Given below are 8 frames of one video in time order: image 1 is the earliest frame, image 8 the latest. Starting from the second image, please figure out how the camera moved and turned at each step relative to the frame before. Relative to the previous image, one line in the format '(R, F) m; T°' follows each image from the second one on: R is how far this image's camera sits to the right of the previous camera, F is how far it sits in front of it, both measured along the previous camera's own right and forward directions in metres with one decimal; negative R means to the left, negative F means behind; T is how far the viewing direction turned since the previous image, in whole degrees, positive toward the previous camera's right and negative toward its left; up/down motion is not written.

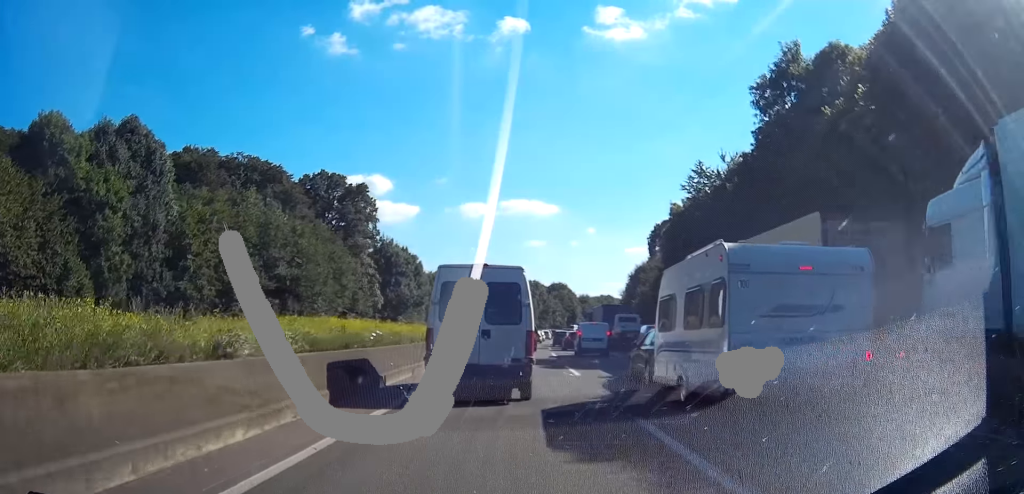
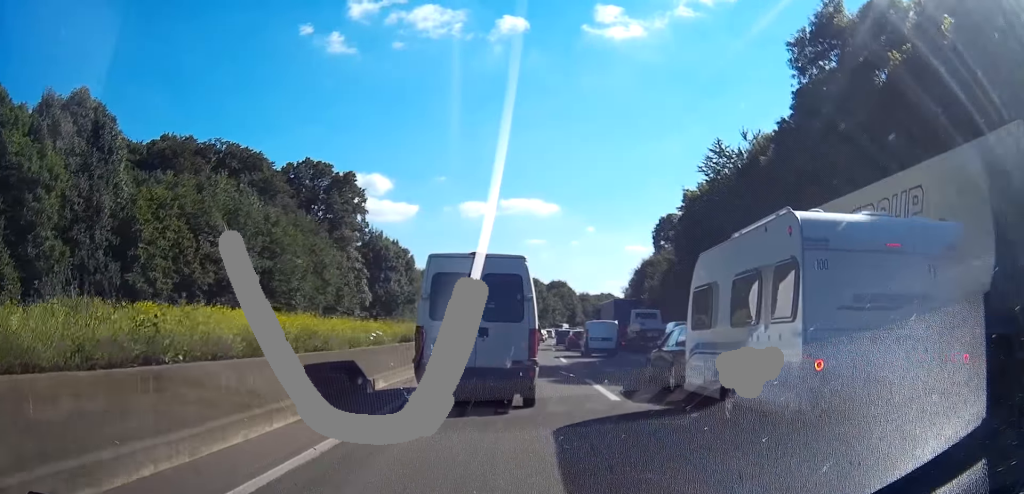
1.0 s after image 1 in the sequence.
(0.0, +8.3) m; 0°
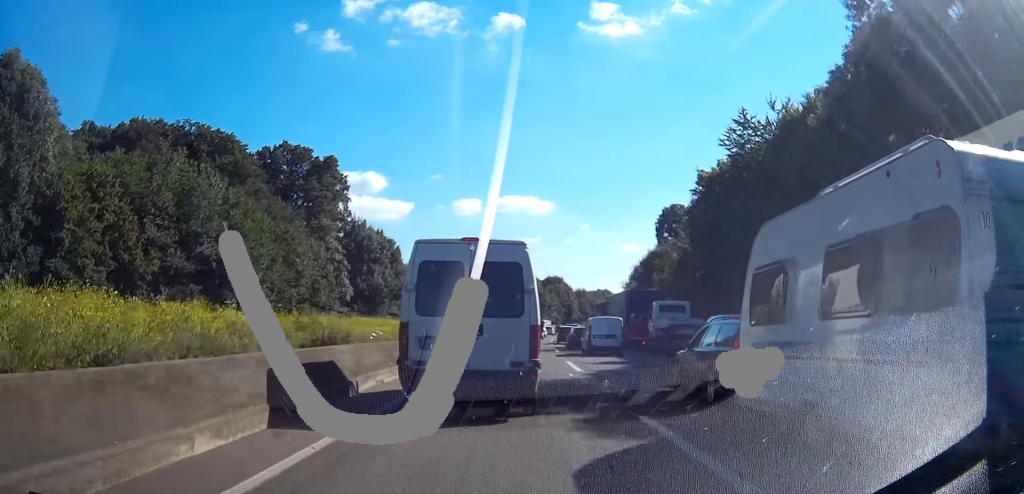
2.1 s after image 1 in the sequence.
(+0.1, +9.3) m; +1°
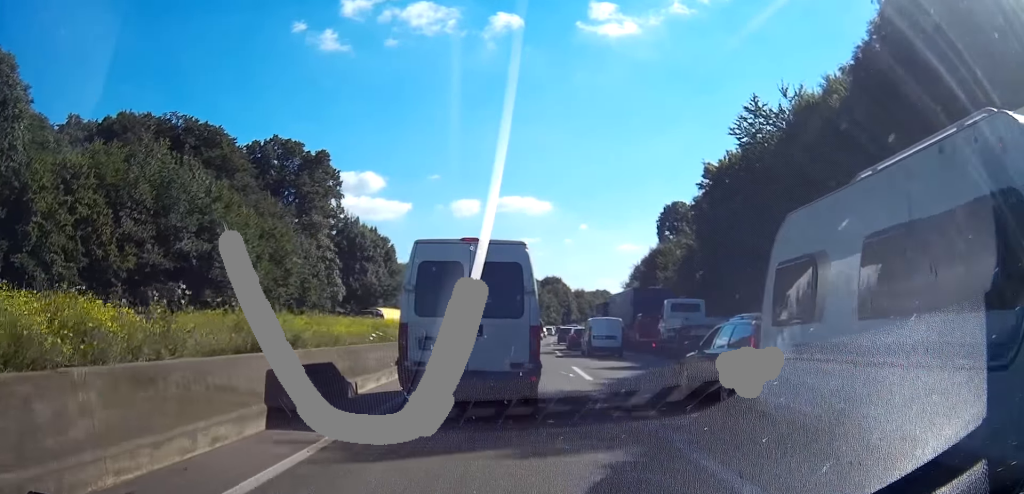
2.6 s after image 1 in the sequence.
(0.0, +3.4) m; 0°
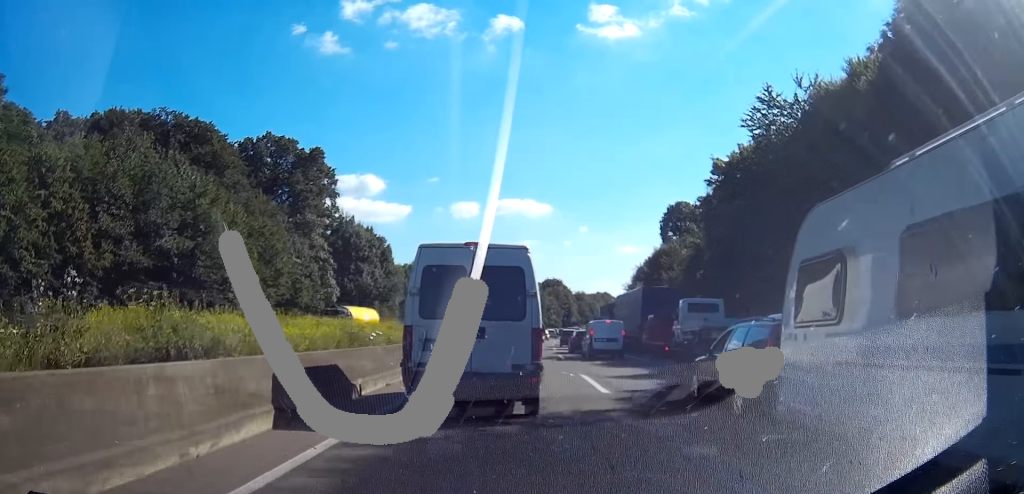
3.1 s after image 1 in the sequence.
(0.0, +3.4) m; 0°
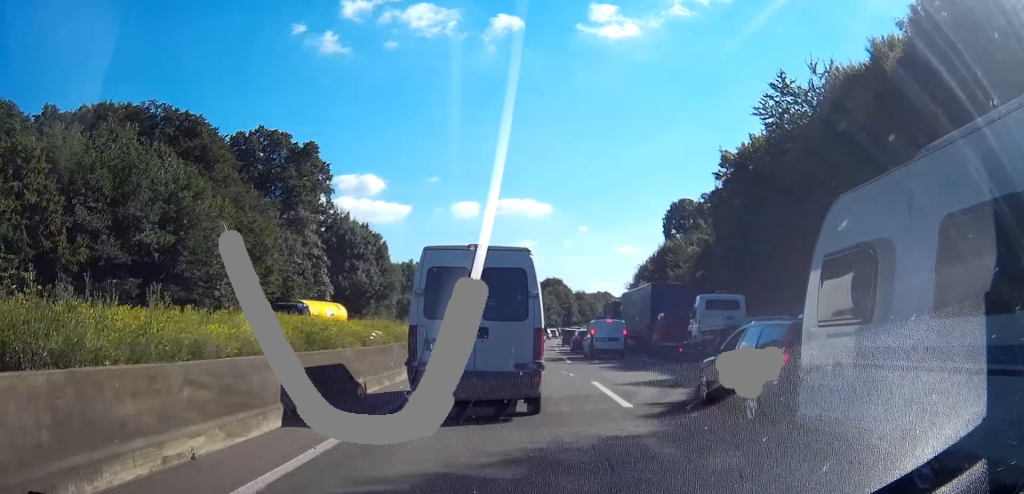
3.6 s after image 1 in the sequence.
(0.0, +3.2) m; 0°
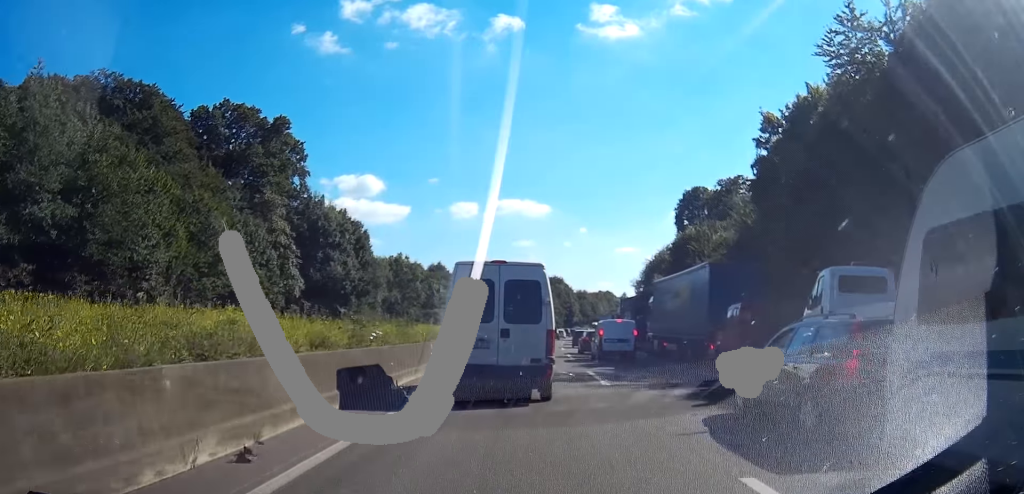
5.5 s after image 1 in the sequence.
(0.0, +13.5) m; 0°
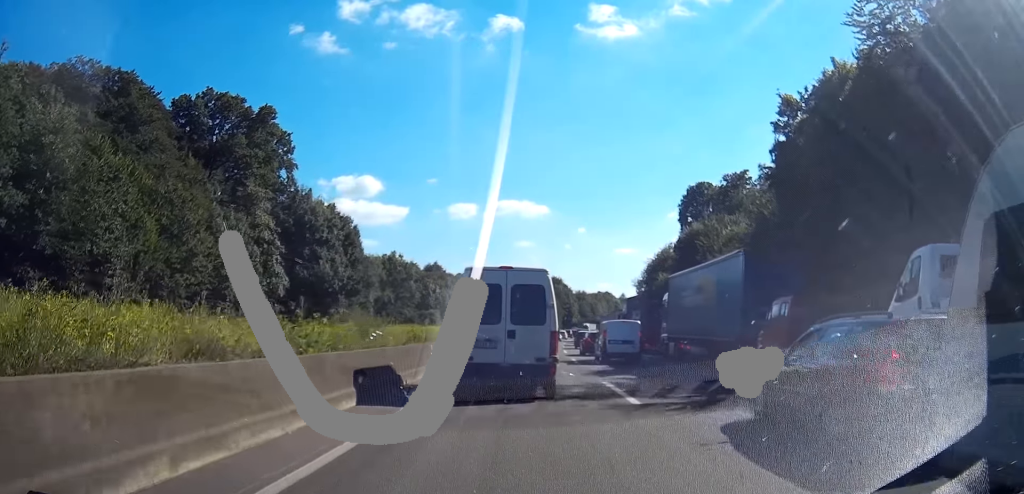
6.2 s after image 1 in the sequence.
(0.0, +5.5) m; 0°
